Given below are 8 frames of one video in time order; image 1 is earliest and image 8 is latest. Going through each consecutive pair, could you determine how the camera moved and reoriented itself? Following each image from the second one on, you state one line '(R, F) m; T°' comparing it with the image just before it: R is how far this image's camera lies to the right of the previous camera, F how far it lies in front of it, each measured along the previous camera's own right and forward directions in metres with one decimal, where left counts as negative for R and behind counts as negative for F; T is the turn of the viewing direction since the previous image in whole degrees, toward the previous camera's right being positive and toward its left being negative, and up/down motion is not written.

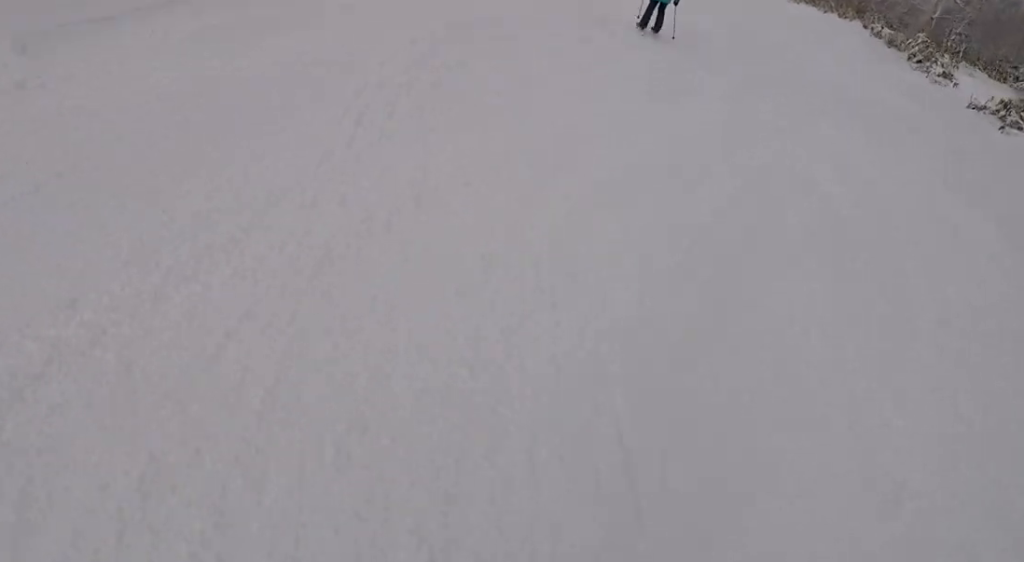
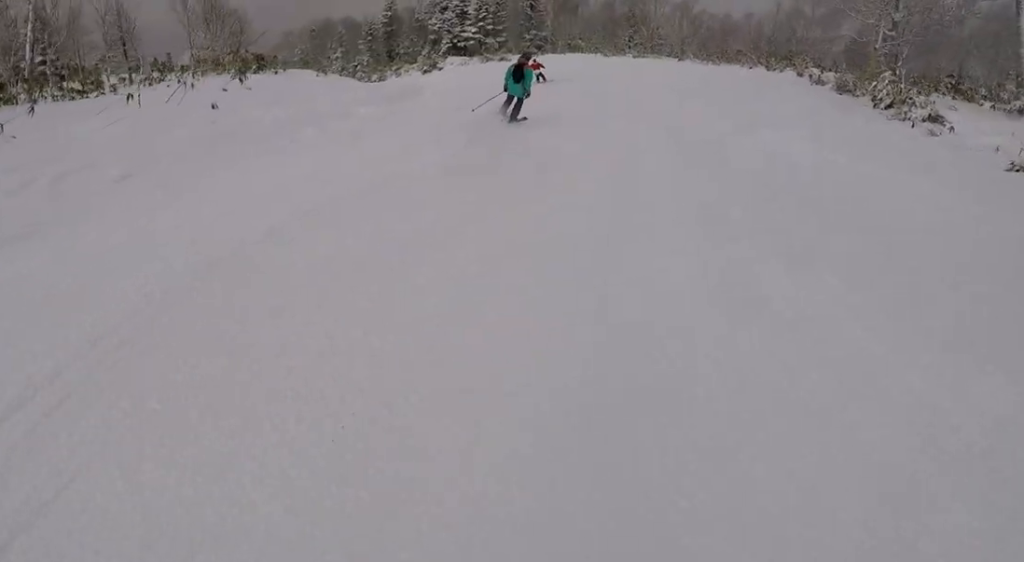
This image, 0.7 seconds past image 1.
(-0.4, +5.5) m; -5°
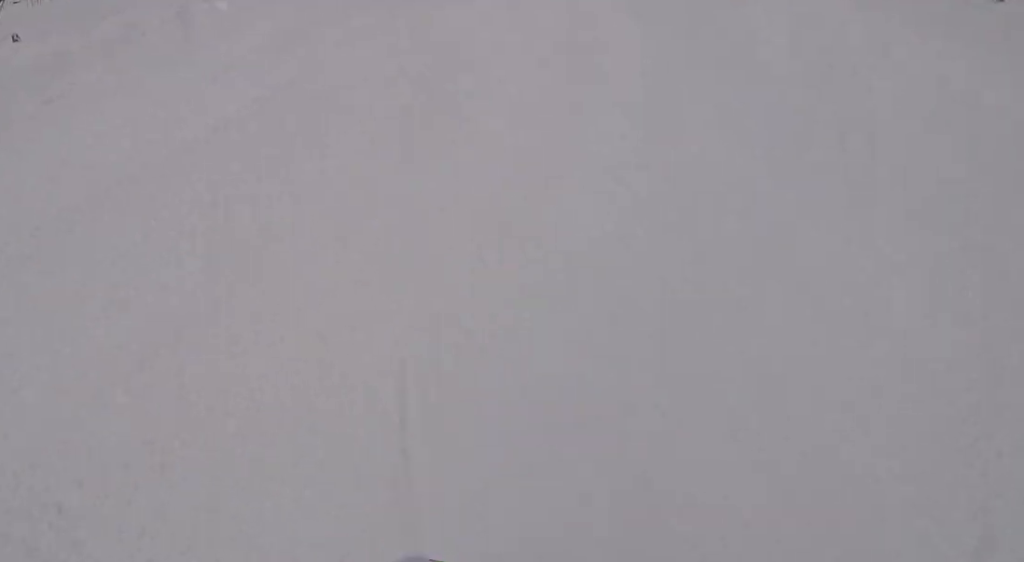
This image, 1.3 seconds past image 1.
(0.0, +4.0) m; 0°
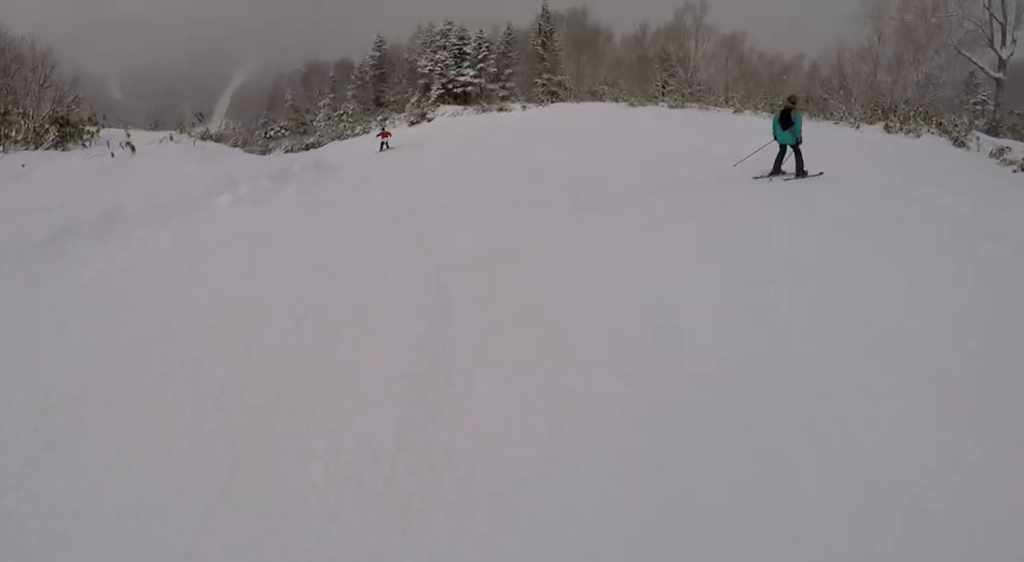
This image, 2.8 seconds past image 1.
(+0.1, +9.9) m; +4°
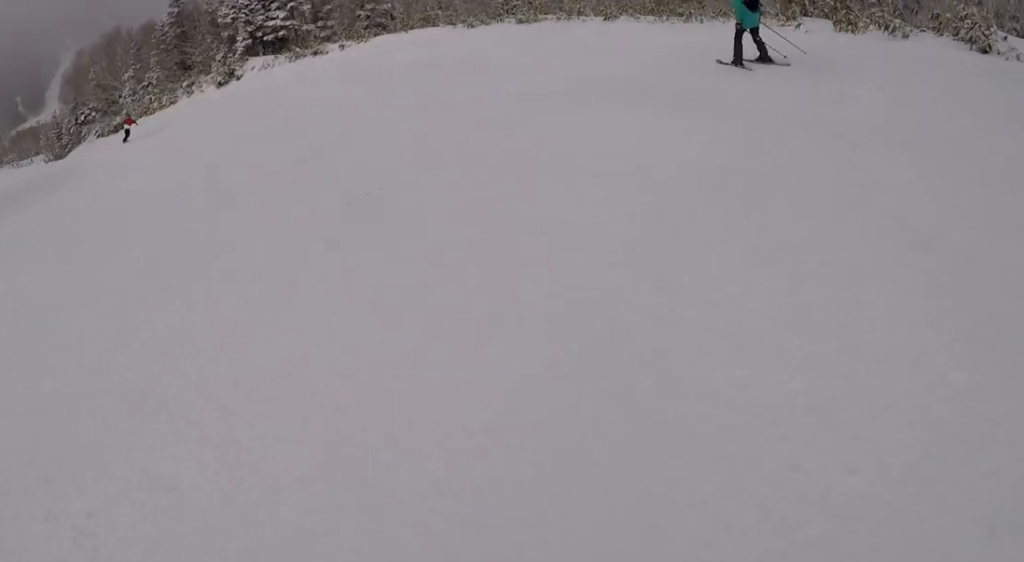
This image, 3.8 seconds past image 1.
(+0.4, +6.4) m; +3°
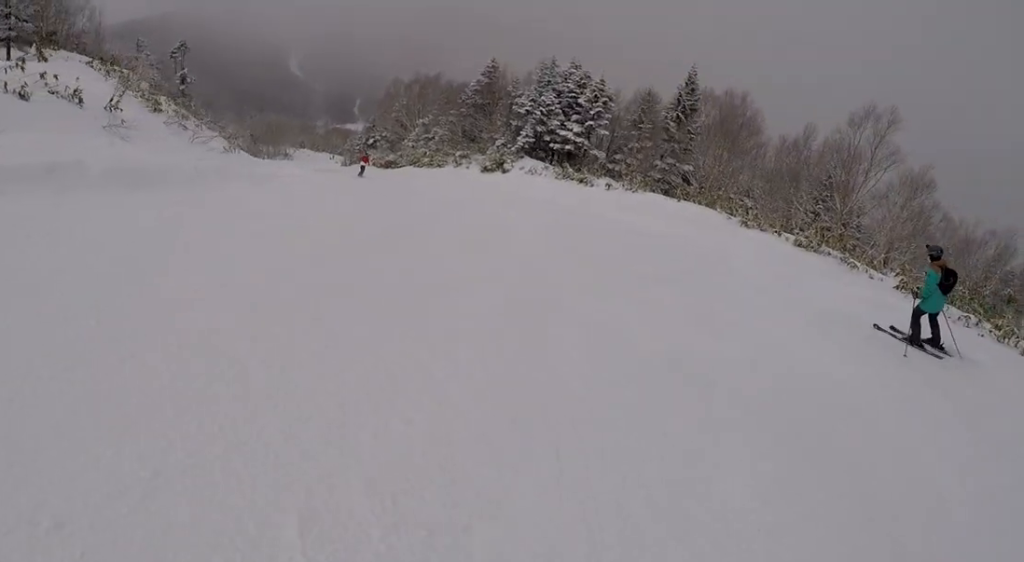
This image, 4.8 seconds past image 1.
(+0.1, +5.5) m; -16°
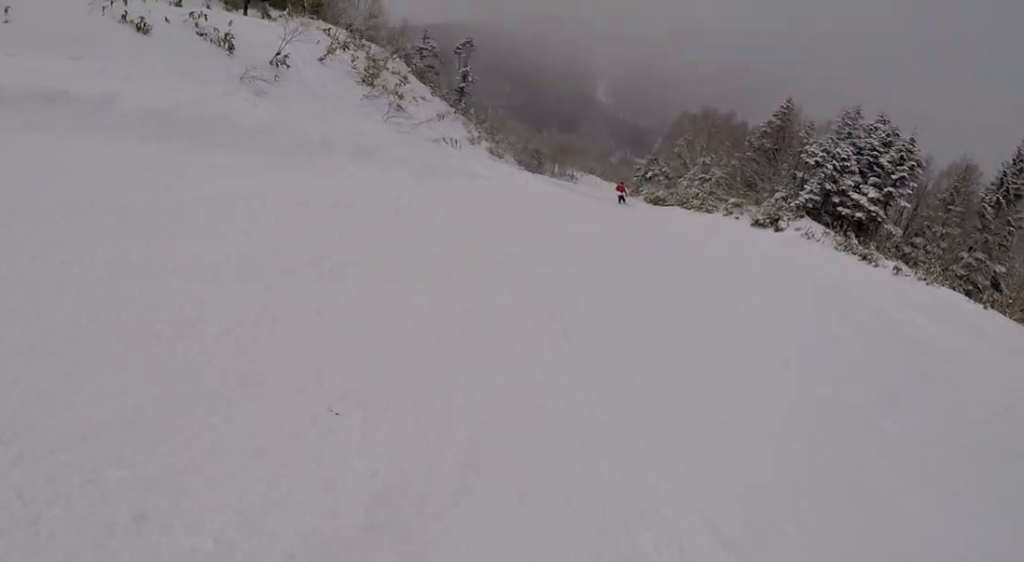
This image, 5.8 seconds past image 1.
(-1.5, +5.0) m; -22°
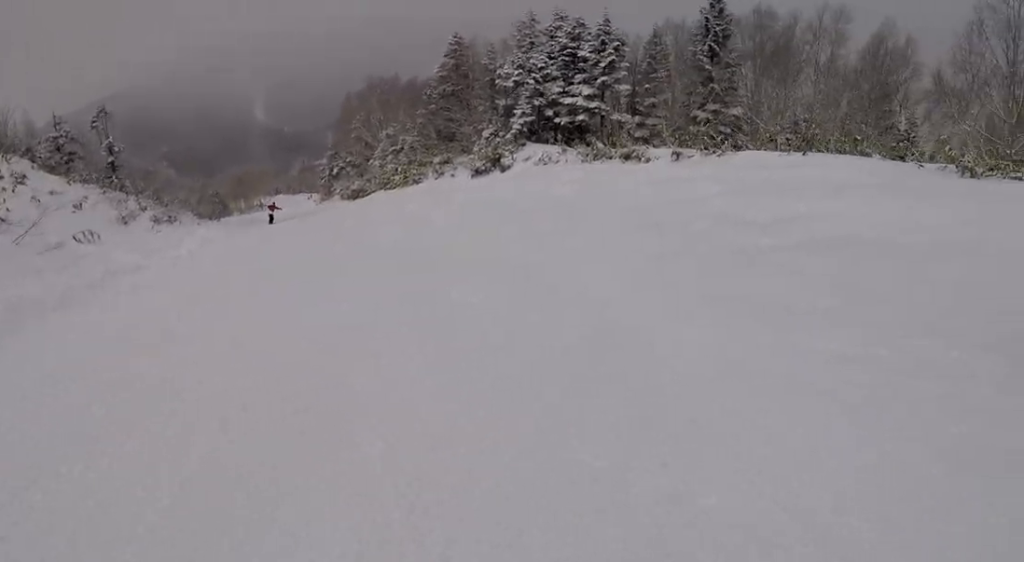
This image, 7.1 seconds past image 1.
(-0.6, +5.8) m; +5°
